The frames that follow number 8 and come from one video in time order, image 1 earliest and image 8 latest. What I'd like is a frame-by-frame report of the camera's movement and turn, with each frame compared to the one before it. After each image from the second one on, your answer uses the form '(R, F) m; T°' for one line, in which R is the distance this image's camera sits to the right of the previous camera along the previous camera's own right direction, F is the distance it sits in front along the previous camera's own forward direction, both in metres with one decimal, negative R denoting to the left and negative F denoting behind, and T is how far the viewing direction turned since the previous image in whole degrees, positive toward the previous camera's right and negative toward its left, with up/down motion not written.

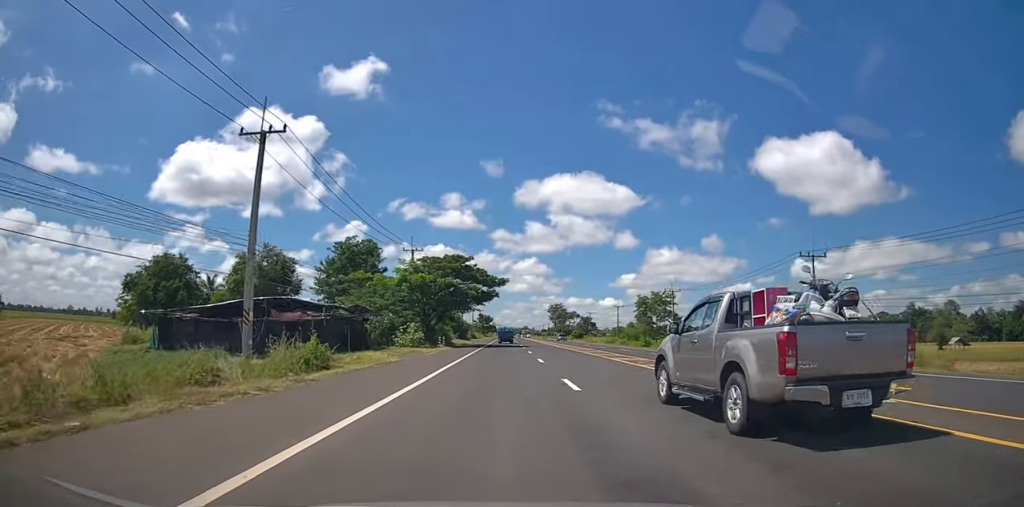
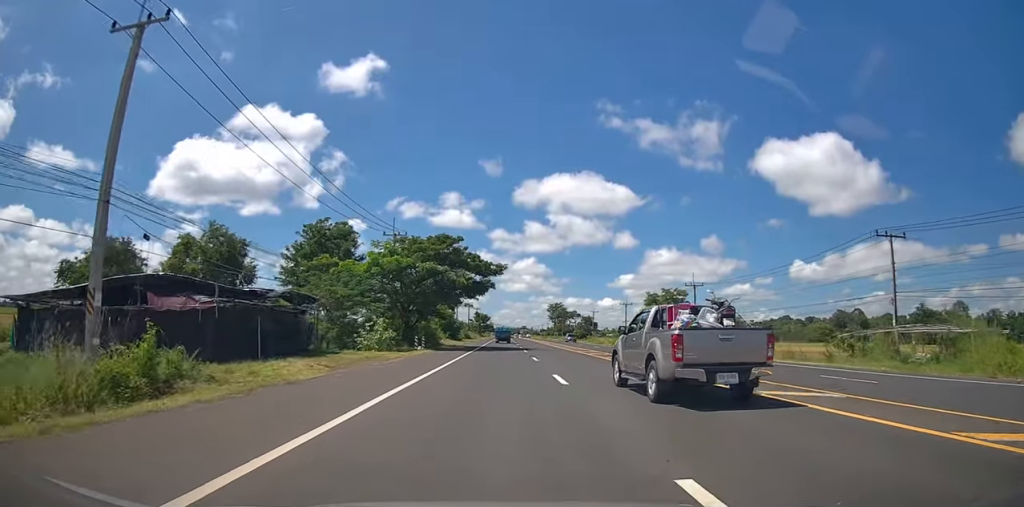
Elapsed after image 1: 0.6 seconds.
(+0.2, +10.5) m; 0°
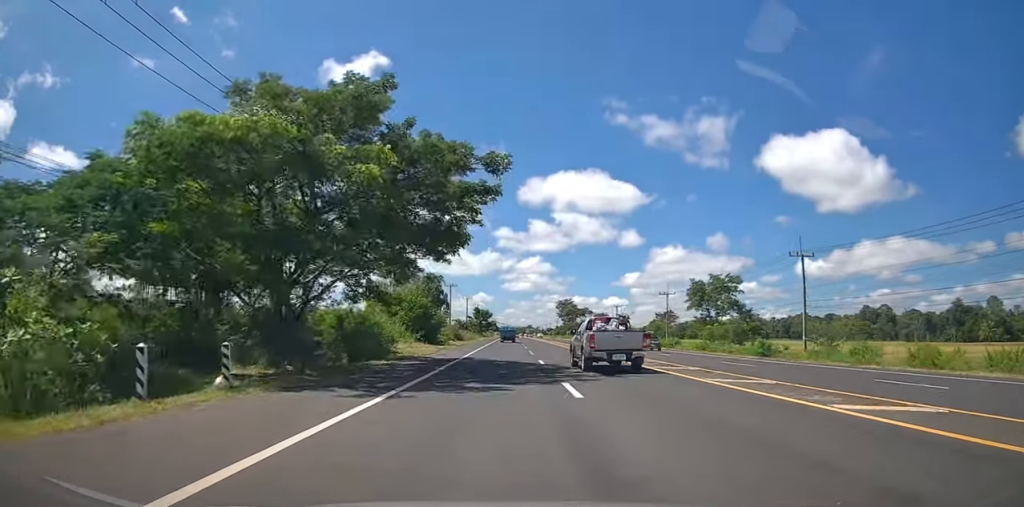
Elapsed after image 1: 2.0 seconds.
(-0.3, +26.9) m; -1°
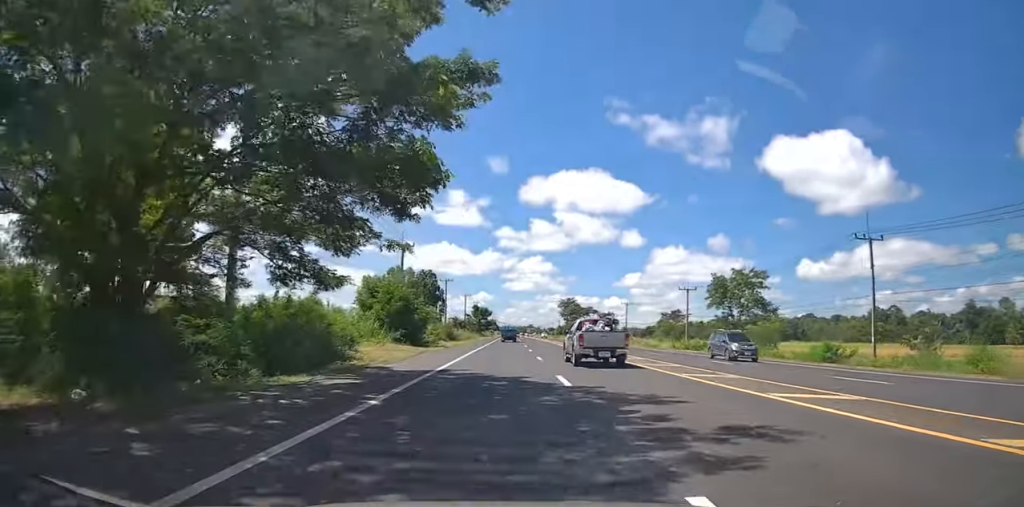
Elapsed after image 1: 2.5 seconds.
(0.0, +9.6) m; 0°
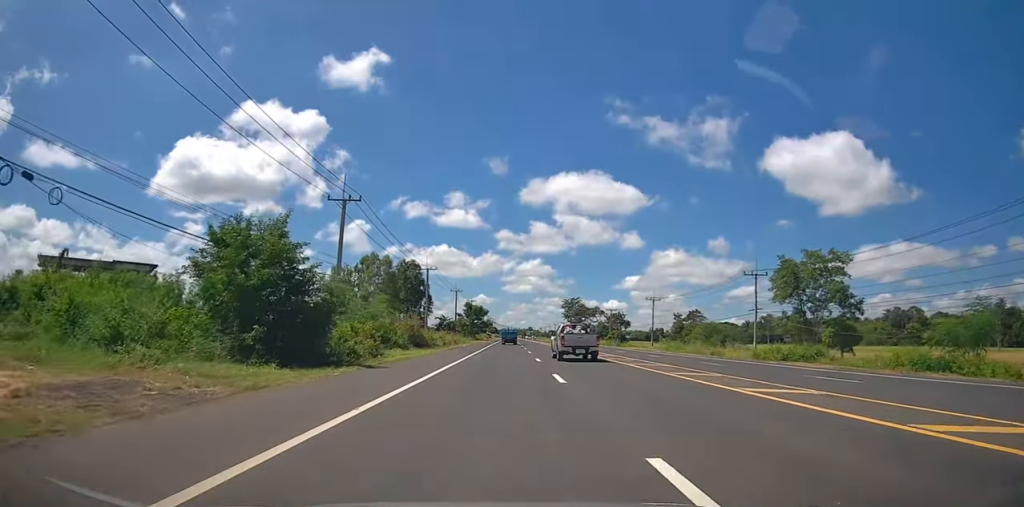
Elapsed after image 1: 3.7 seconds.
(0.0, +22.6) m; +1°
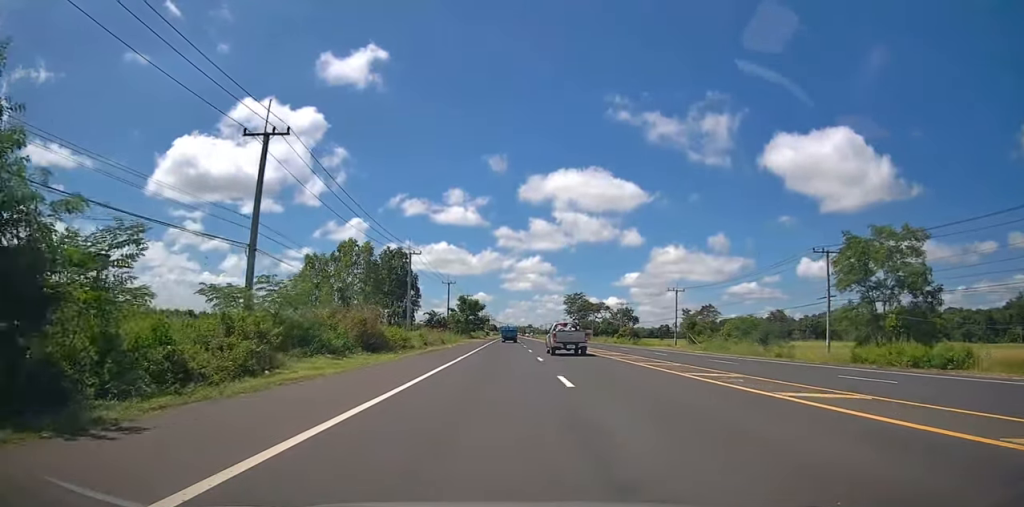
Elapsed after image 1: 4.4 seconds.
(+0.1, +13.8) m; +1°
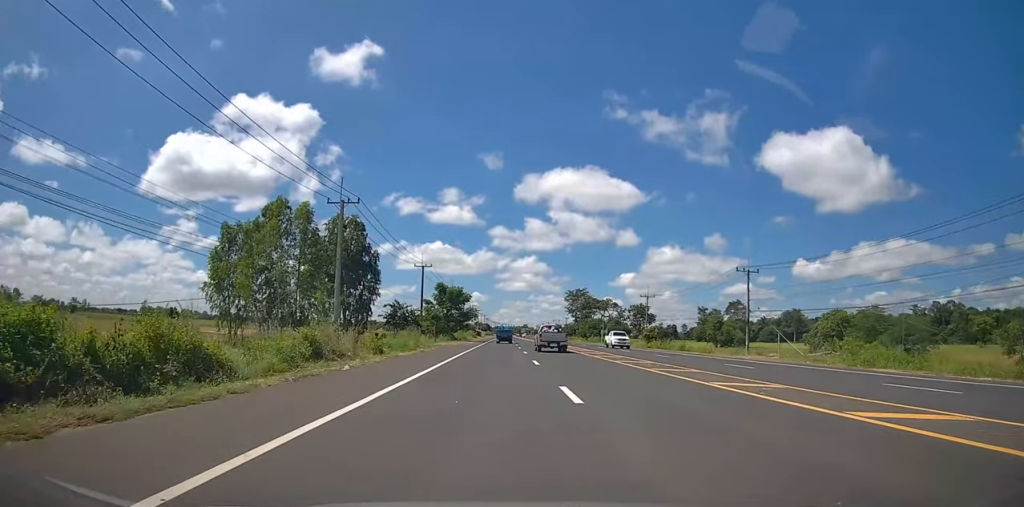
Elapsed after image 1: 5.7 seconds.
(+0.2, +26.7) m; 0°
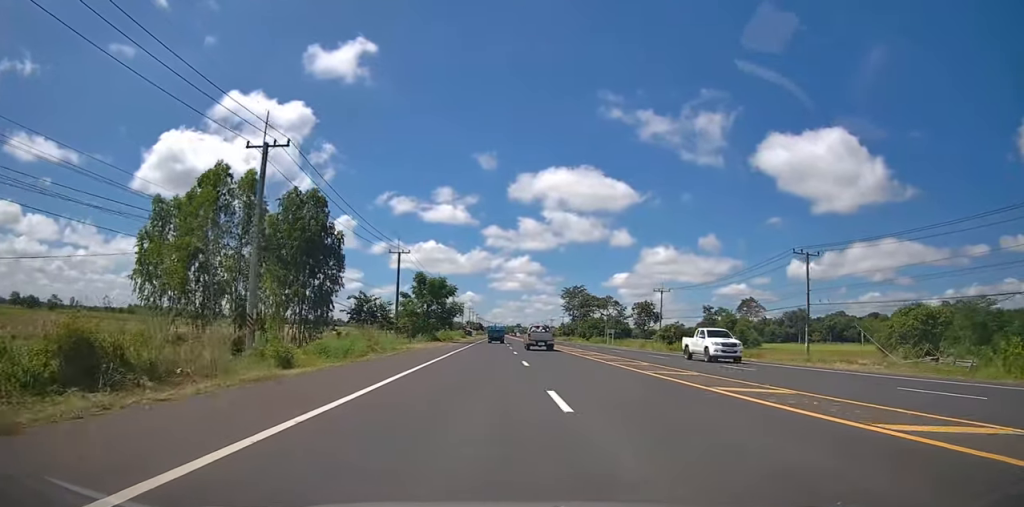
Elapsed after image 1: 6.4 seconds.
(0.0, +13.3) m; 0°
